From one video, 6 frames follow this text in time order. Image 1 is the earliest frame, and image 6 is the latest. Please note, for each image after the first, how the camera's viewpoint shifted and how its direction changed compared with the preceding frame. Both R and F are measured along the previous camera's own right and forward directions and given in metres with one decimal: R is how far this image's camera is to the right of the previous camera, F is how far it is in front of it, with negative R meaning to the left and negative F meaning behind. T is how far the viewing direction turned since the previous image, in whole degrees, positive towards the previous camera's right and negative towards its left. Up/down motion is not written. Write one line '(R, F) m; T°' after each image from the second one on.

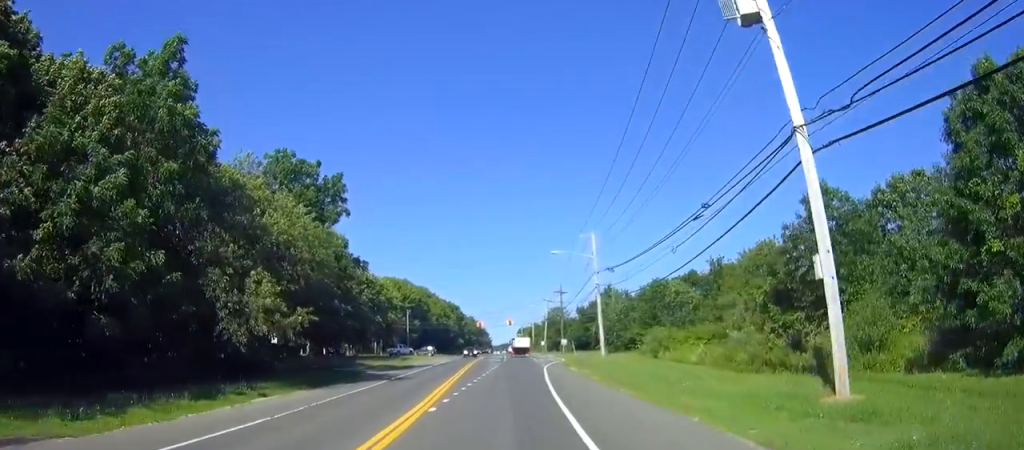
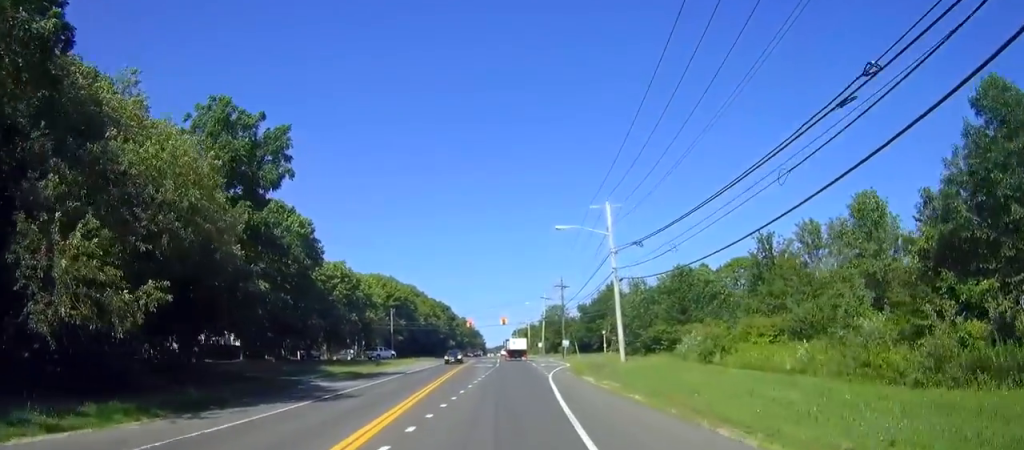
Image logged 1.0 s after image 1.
(+0.1, +12.4) m; +1°
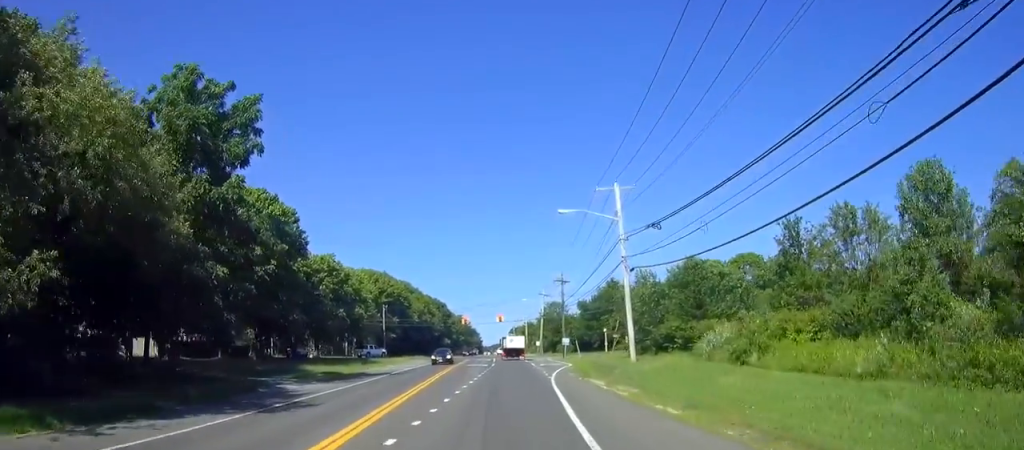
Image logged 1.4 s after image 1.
(0.0, +4.9) m; 0°
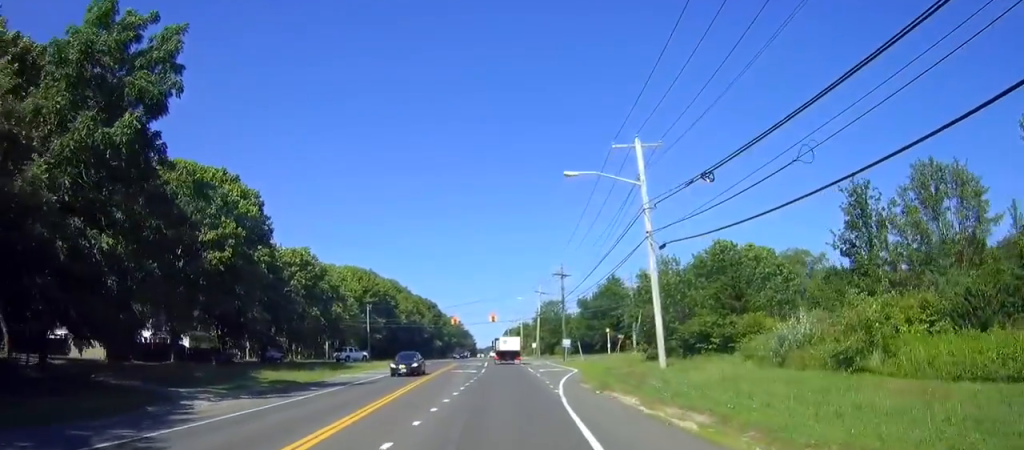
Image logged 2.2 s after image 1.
(0.0, +8.9) m; 0°
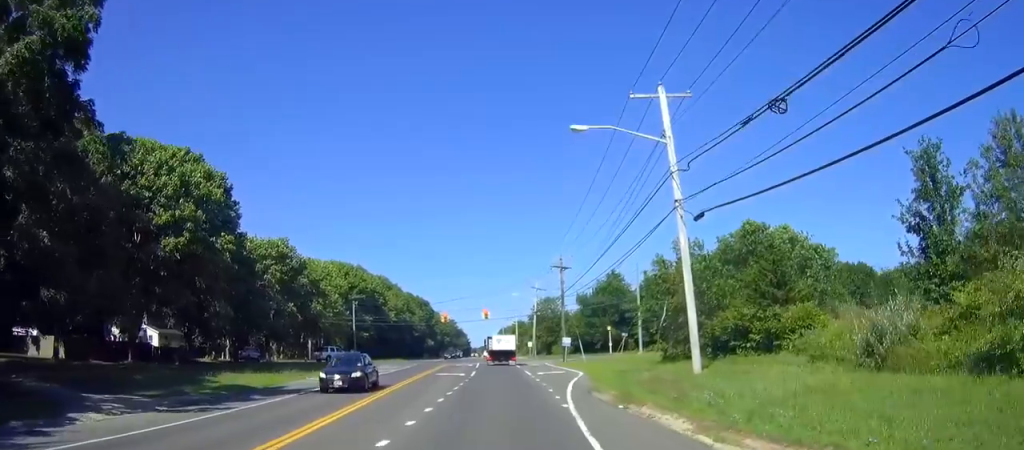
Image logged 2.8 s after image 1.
(0.0, +6.6) m; 0°
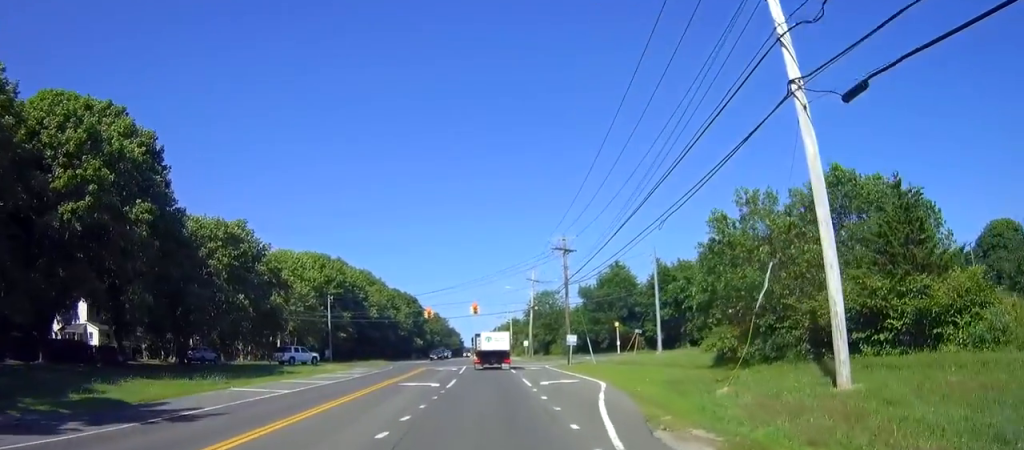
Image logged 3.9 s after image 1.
(-0.1, +11.2) m; 0°
